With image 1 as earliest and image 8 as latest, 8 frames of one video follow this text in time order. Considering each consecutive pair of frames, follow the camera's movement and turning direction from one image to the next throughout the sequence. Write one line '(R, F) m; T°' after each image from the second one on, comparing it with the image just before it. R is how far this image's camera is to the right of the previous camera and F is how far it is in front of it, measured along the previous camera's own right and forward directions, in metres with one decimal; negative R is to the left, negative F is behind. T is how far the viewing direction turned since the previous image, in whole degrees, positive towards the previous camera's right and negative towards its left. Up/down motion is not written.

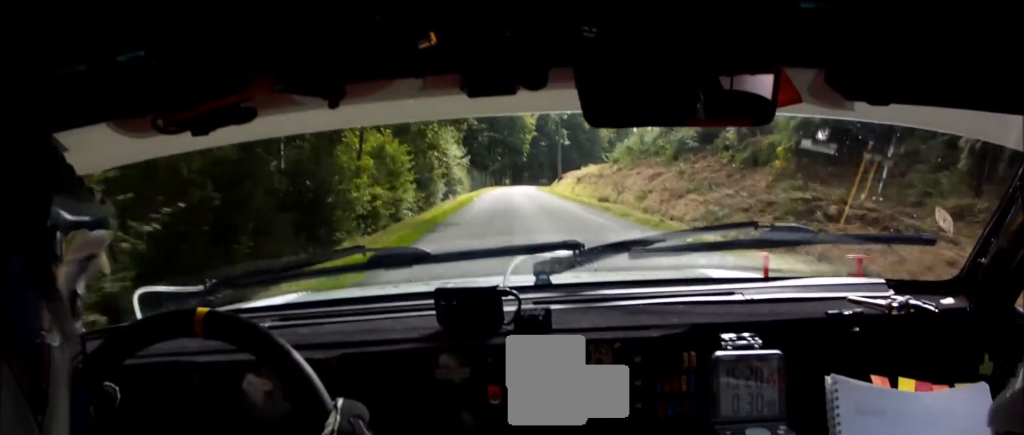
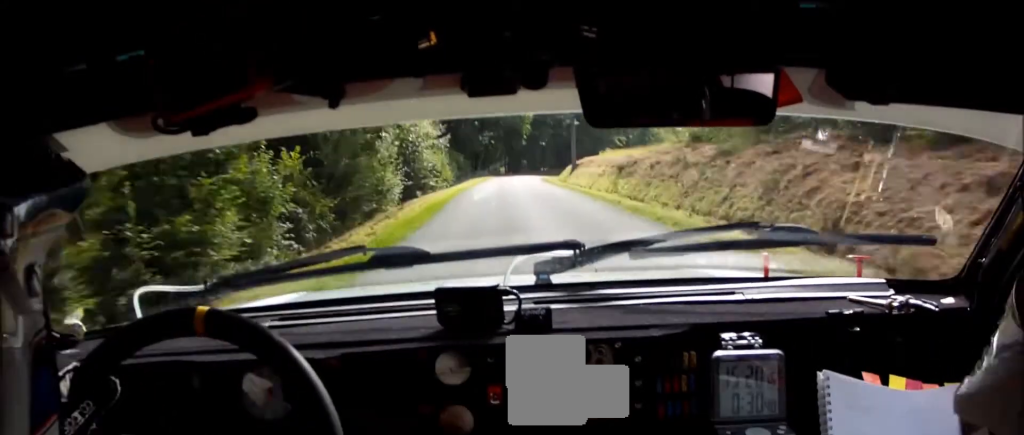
(-0.1, +22.5) m; 0°
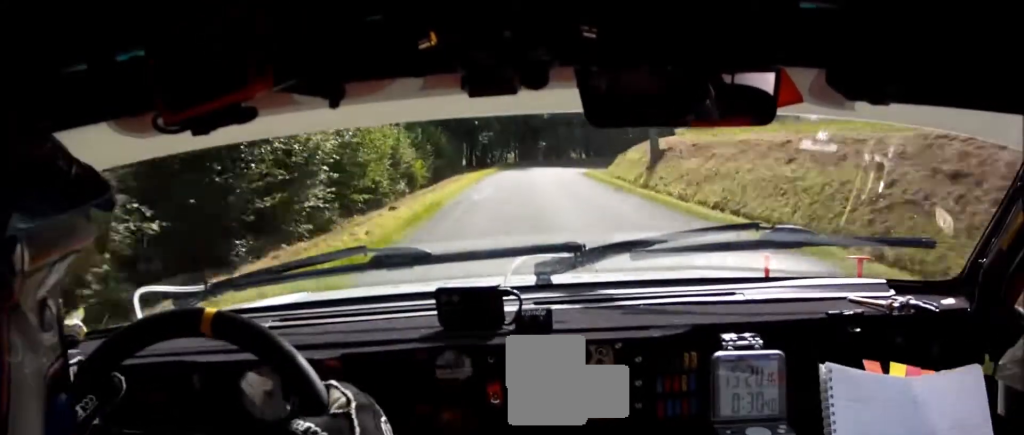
(0.0, +33.0) m; +2°
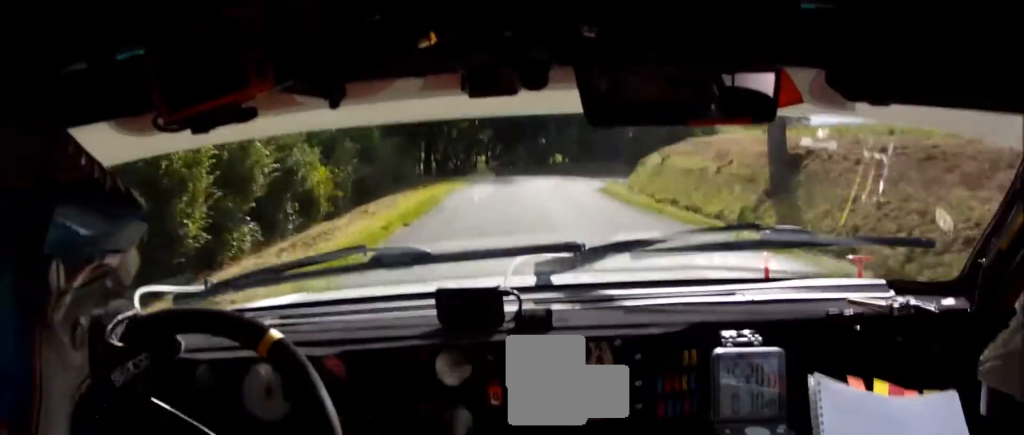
(-0.2, +18.3) m; +3°
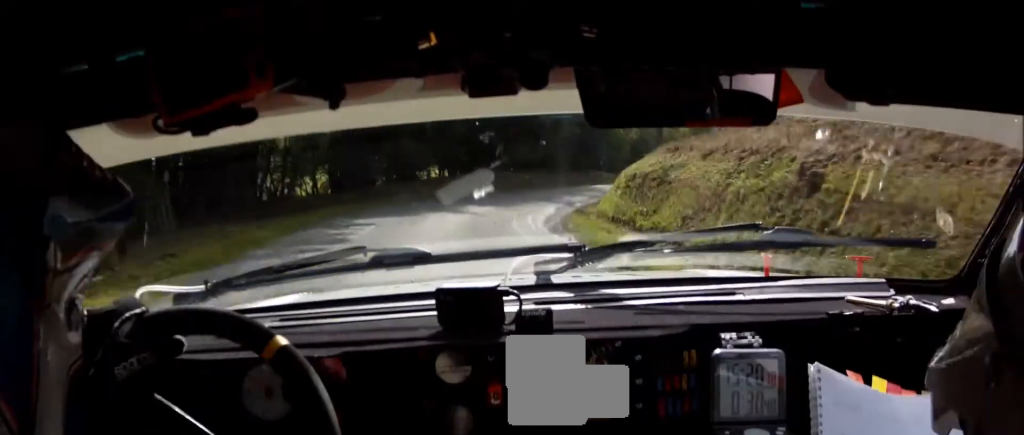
(+1.0, +21.6) m; +6°
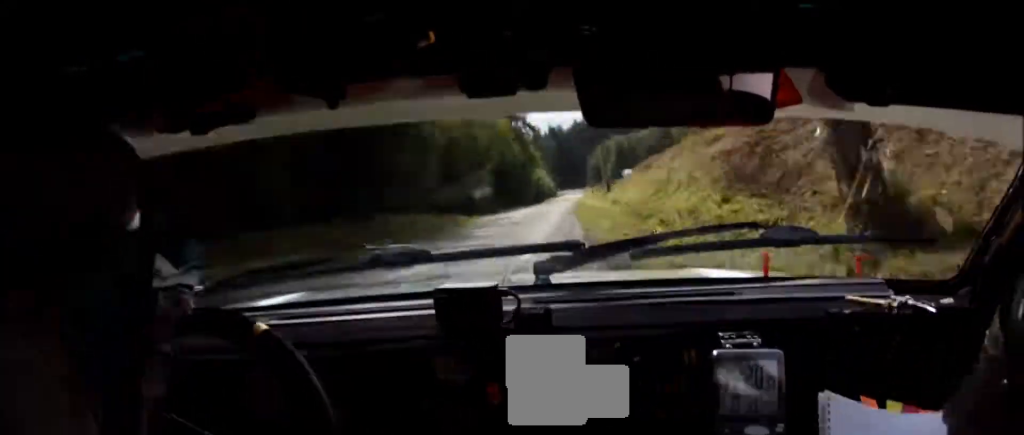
(+4.6, +38.7) m; +13°
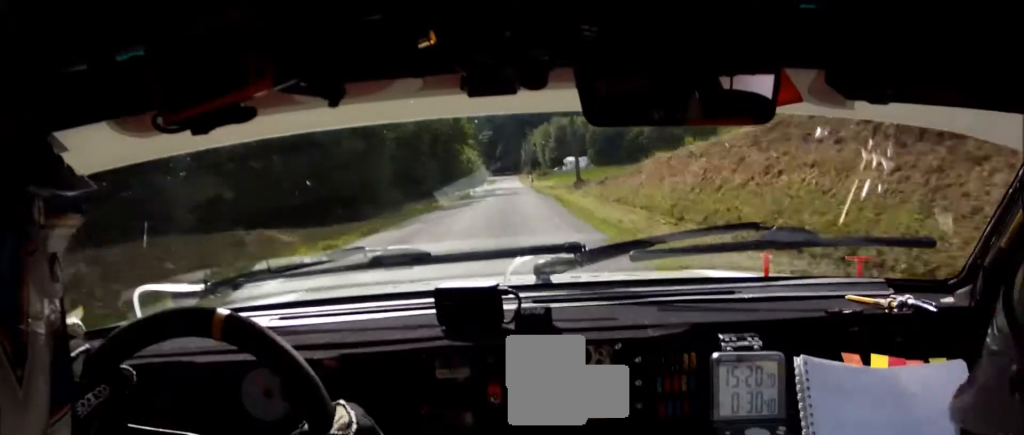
(+2.0, +27.1) m; +6°
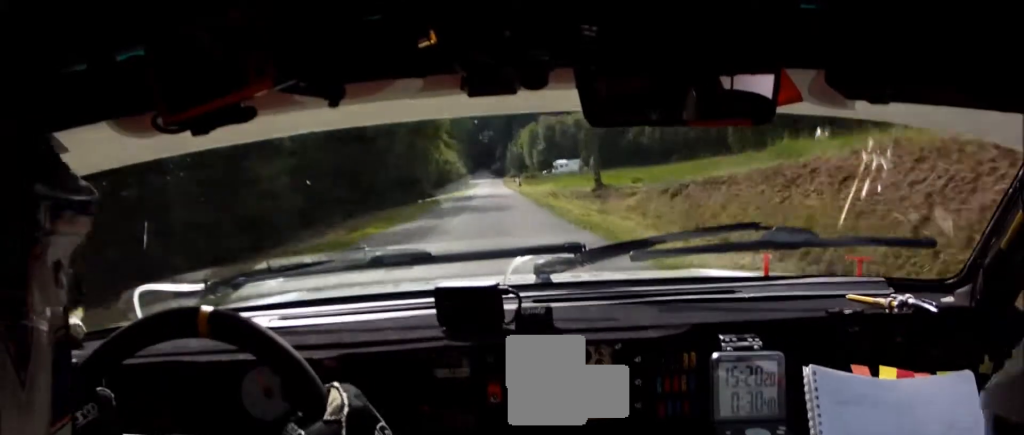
(+0.6, +16.6) m; +3°
